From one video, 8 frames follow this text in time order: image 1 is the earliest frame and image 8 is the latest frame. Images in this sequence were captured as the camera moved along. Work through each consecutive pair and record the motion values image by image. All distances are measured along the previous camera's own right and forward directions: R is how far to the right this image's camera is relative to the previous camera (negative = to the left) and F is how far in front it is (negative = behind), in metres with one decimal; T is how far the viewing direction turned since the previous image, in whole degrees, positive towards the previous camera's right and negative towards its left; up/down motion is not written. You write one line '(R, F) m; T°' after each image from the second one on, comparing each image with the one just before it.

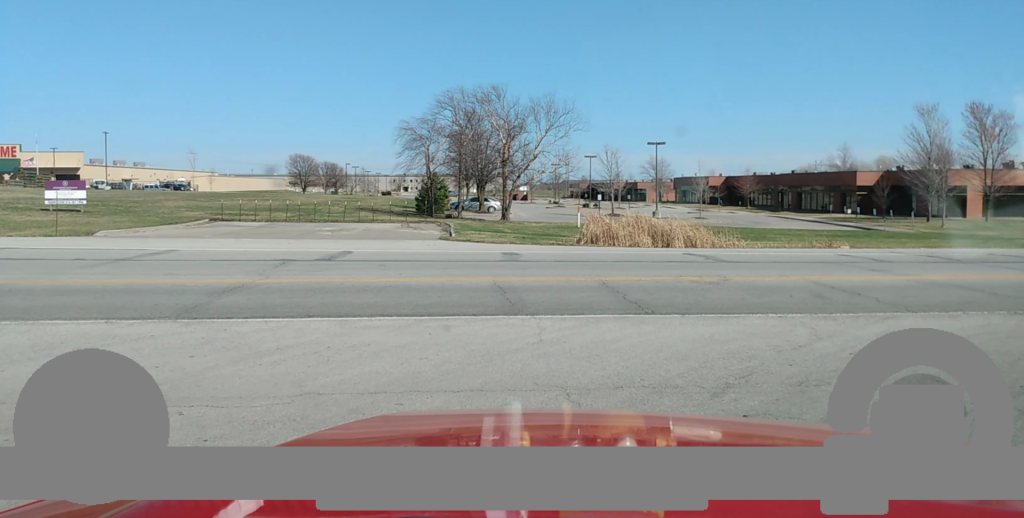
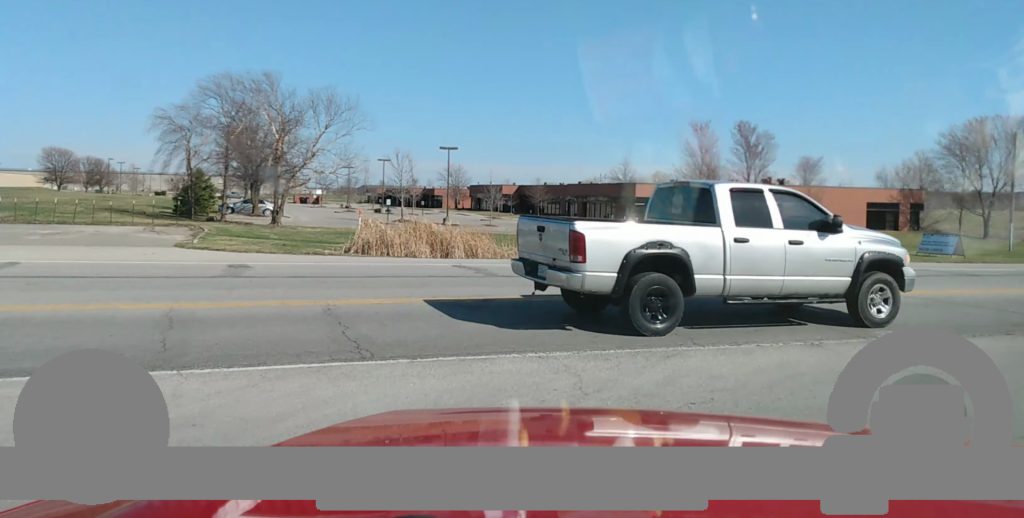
(+0.7, +3.5) m; +24°
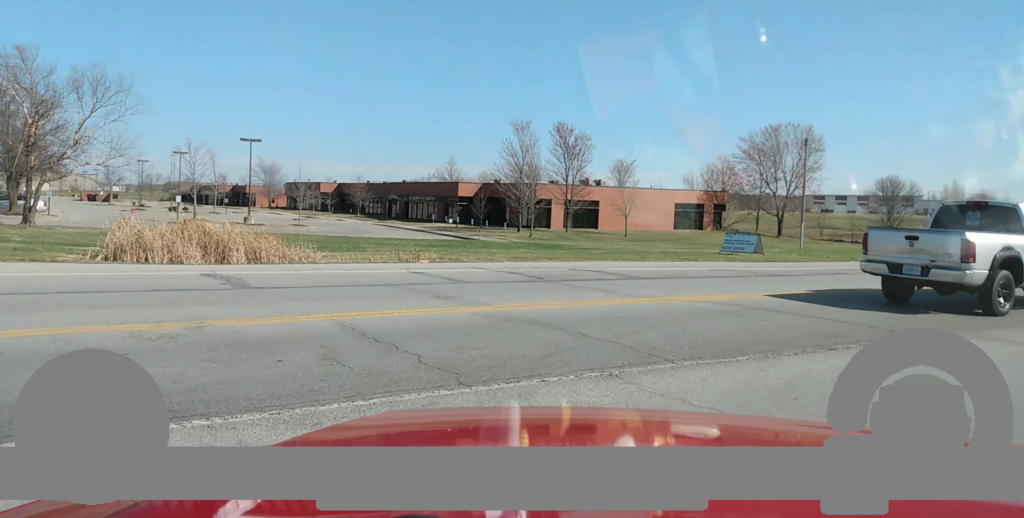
(+0.3, +2.5) m; +9°
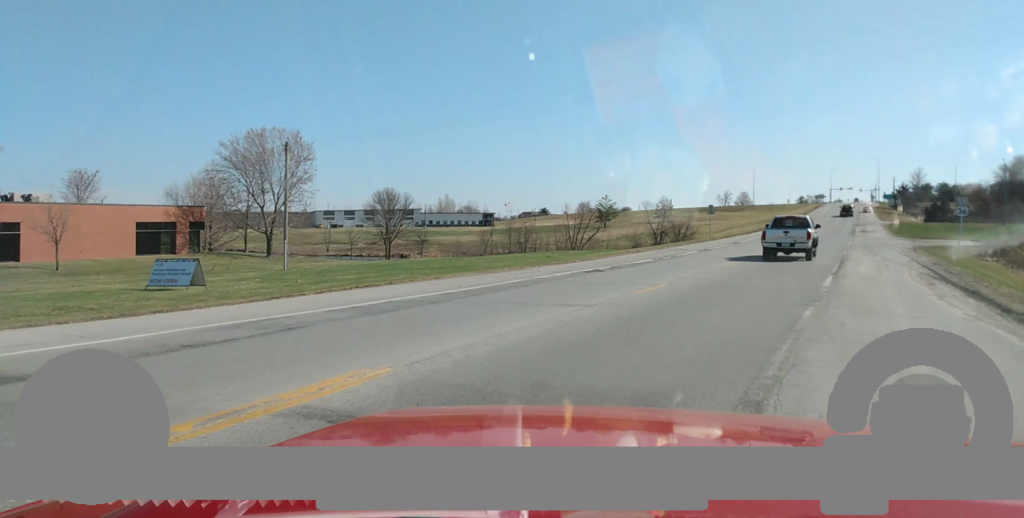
(+2.1, +10.5) m; +18°
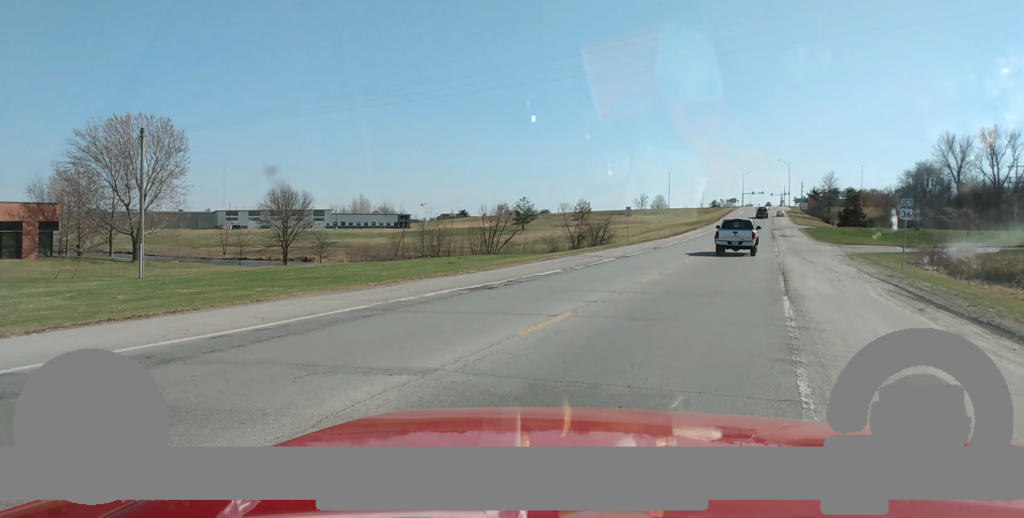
(-0.2, +5.8) m; +7°
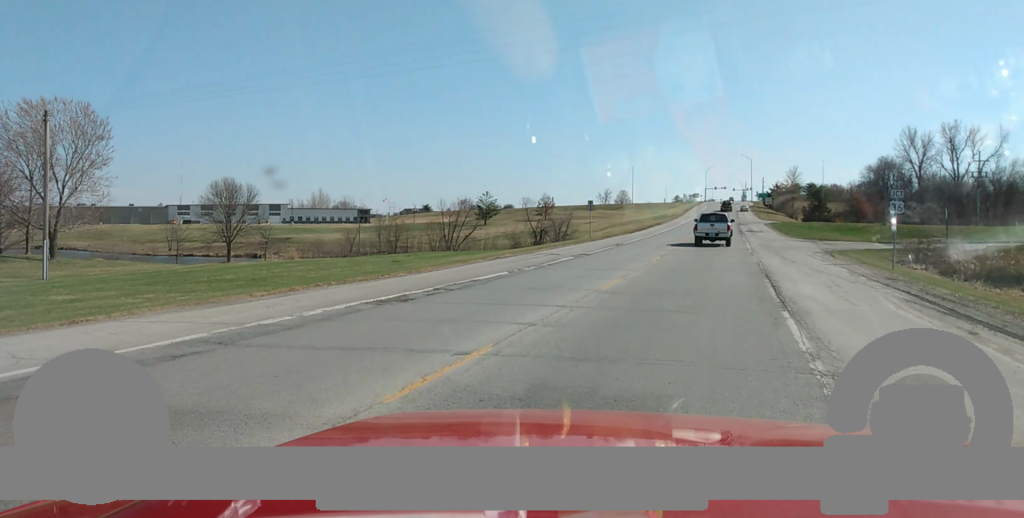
(+0.6, +4.2) m; +3°
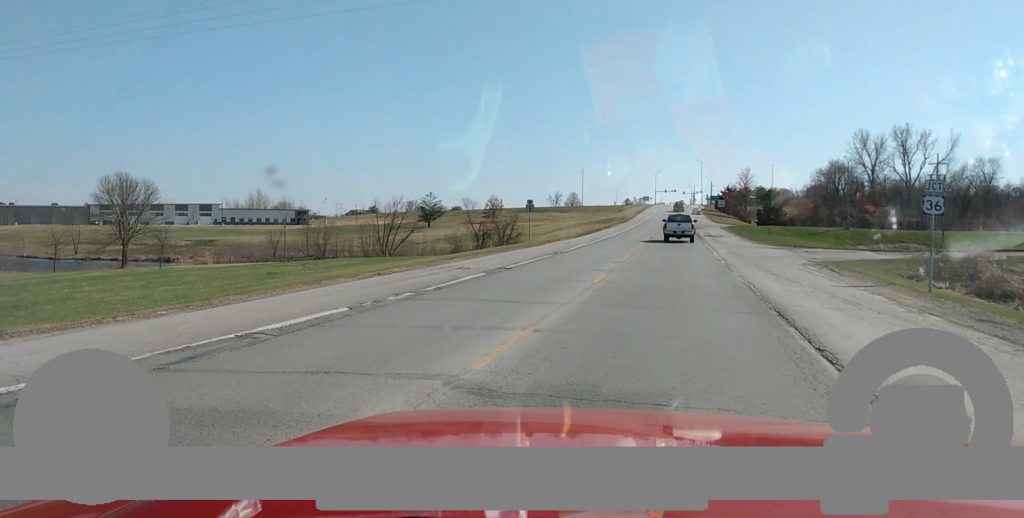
(+0.7, +9.3) m; +4°
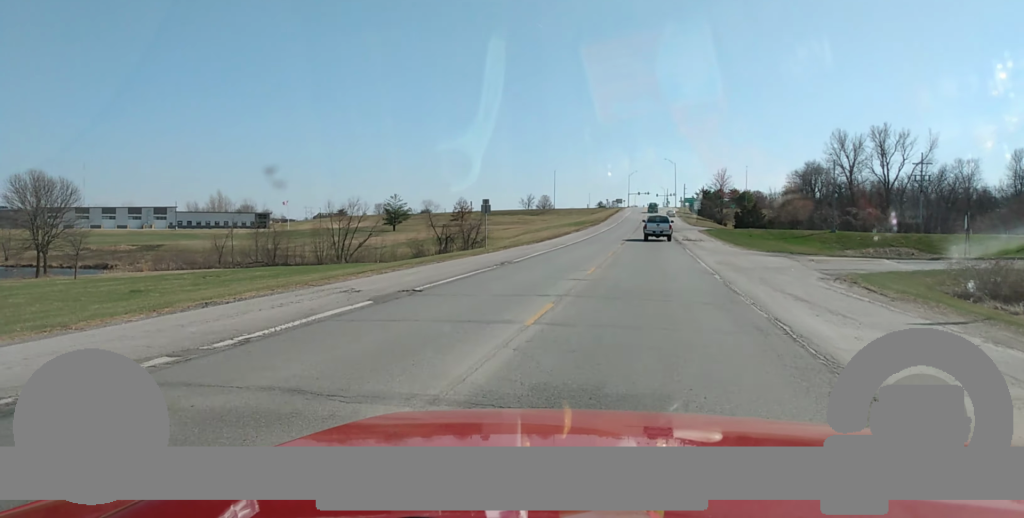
(-0.1, +7.4) m; 0°
